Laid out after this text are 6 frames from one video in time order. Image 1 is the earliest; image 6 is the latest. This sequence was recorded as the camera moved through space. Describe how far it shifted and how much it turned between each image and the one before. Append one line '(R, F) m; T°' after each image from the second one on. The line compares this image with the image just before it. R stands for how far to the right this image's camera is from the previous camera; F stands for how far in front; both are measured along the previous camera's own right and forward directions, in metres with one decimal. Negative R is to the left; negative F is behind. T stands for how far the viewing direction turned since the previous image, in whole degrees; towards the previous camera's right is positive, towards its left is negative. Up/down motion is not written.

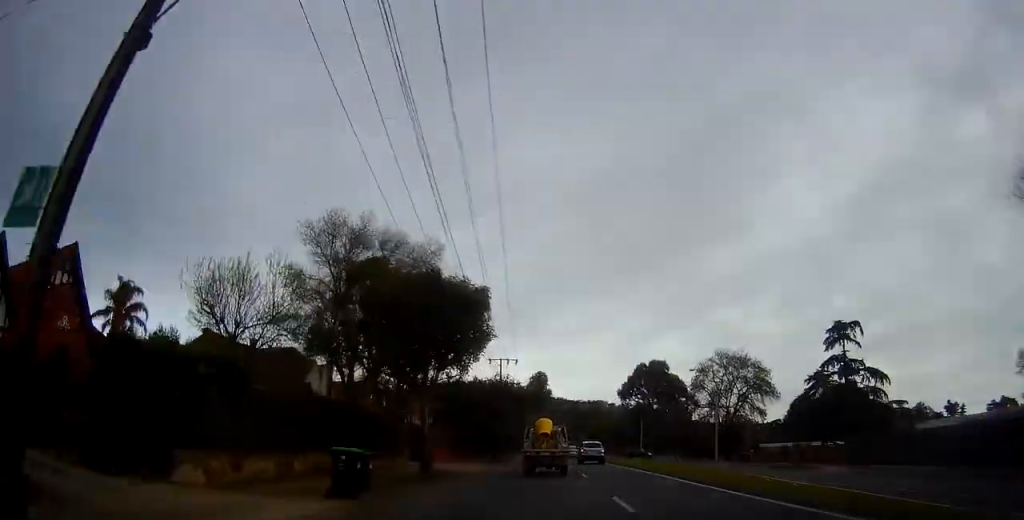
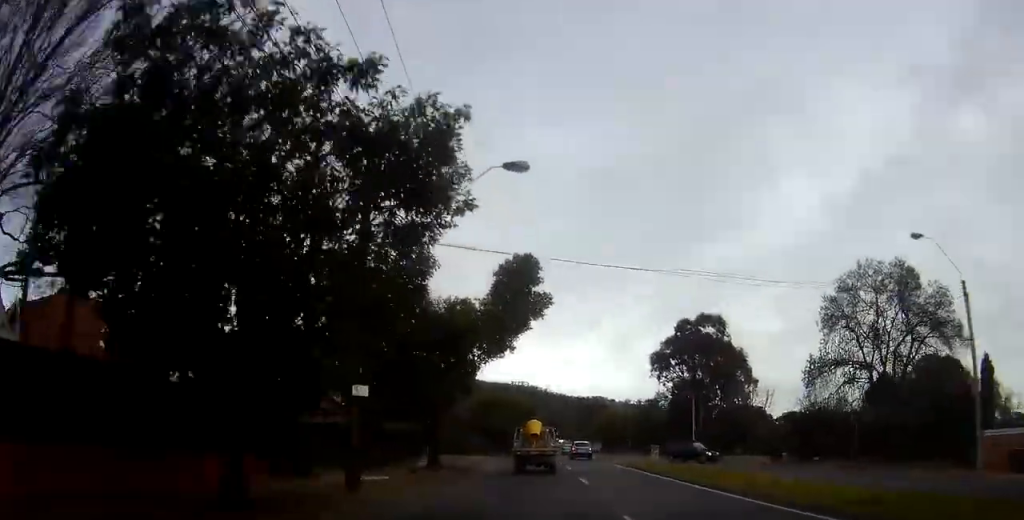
(-0.4, +37.6) m; -1°
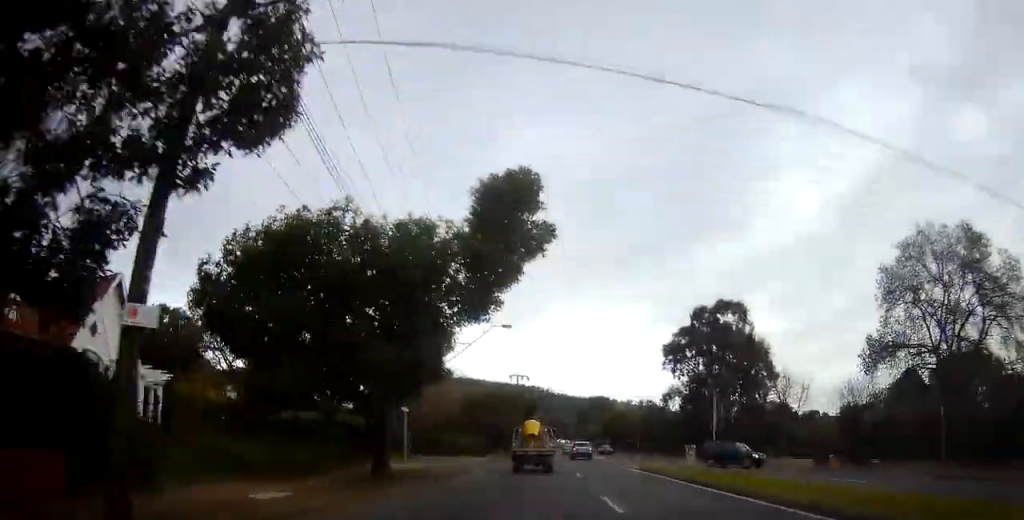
(+0.3, +7.7) m; 0°
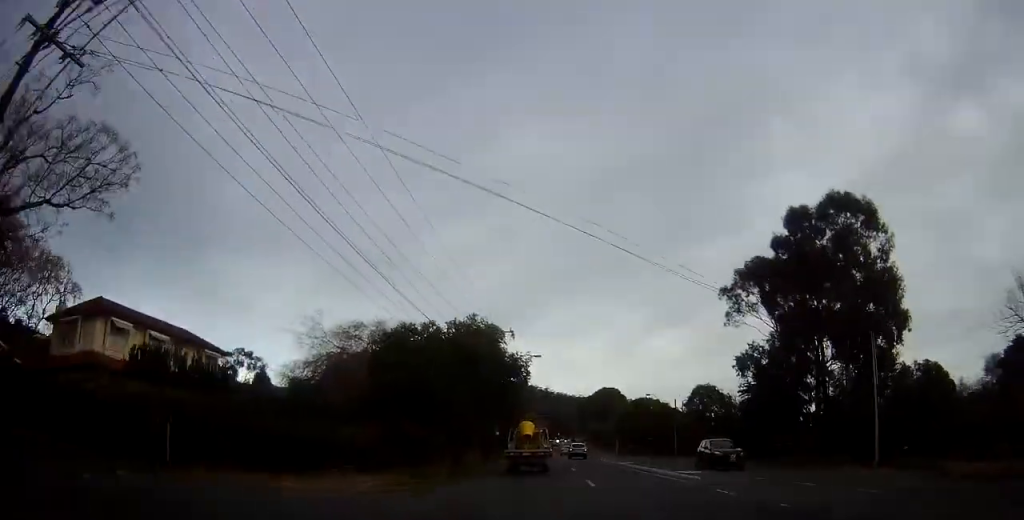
(-0.8, +29.2) m; -1°
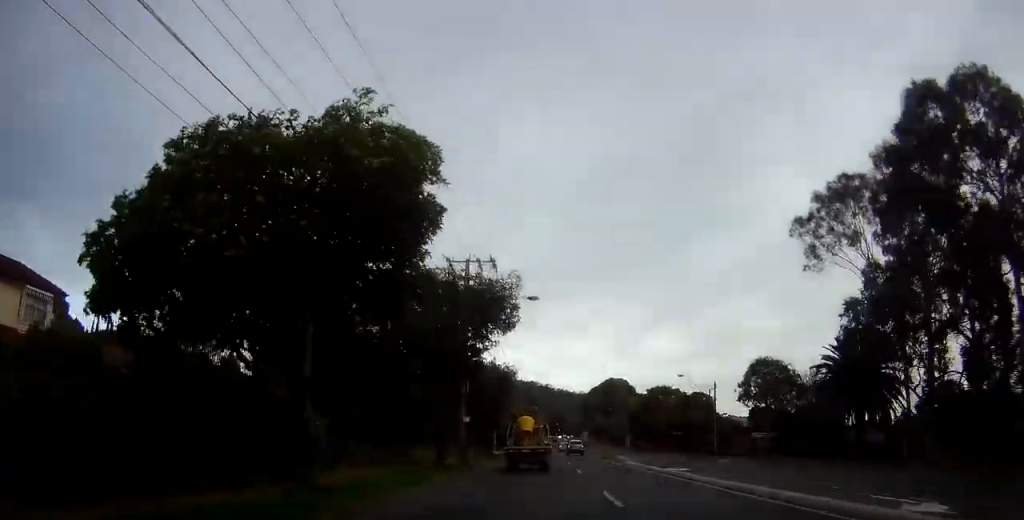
(-0.2, +16.2) m; +1°
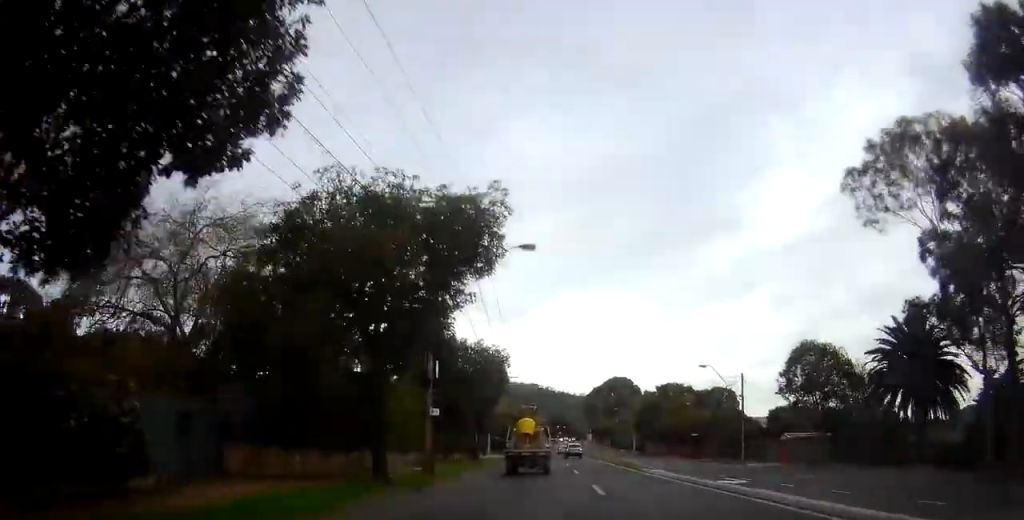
(+0.2, +7.4) m; +1°
